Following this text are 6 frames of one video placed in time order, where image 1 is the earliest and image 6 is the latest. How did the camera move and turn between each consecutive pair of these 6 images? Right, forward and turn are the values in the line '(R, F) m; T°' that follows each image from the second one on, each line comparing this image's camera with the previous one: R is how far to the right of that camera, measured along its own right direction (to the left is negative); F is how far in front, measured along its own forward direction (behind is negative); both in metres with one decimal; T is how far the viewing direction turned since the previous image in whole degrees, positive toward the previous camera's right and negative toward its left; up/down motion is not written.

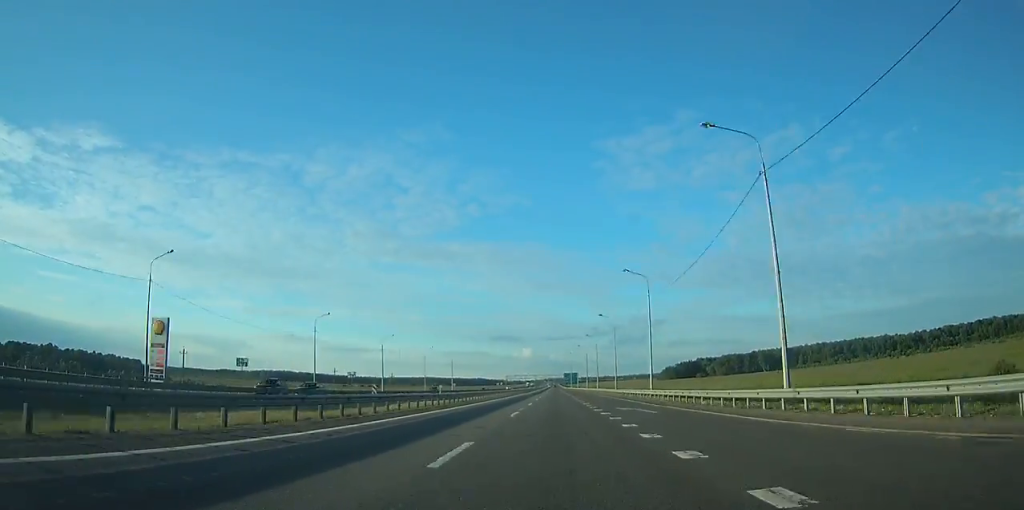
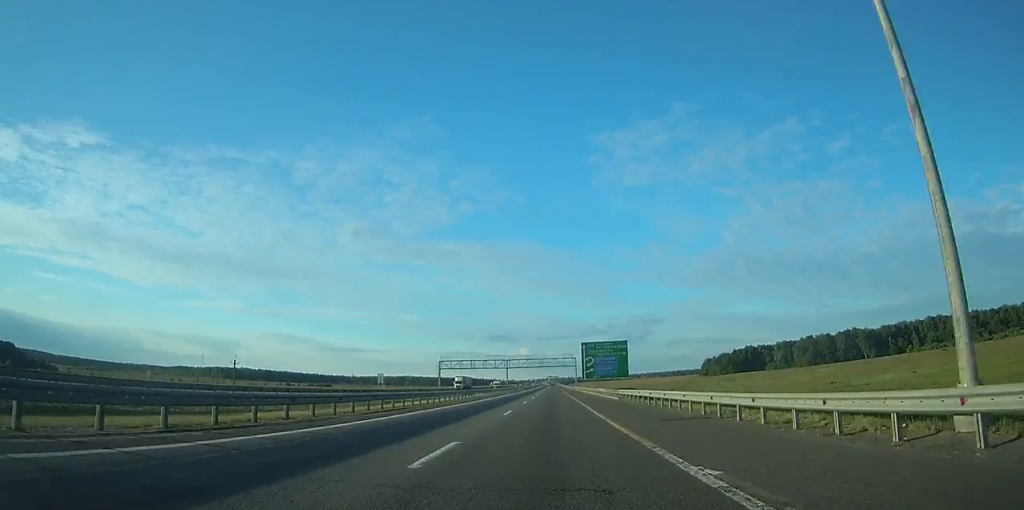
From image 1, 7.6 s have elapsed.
(+0.2, +215.9) m; 0°
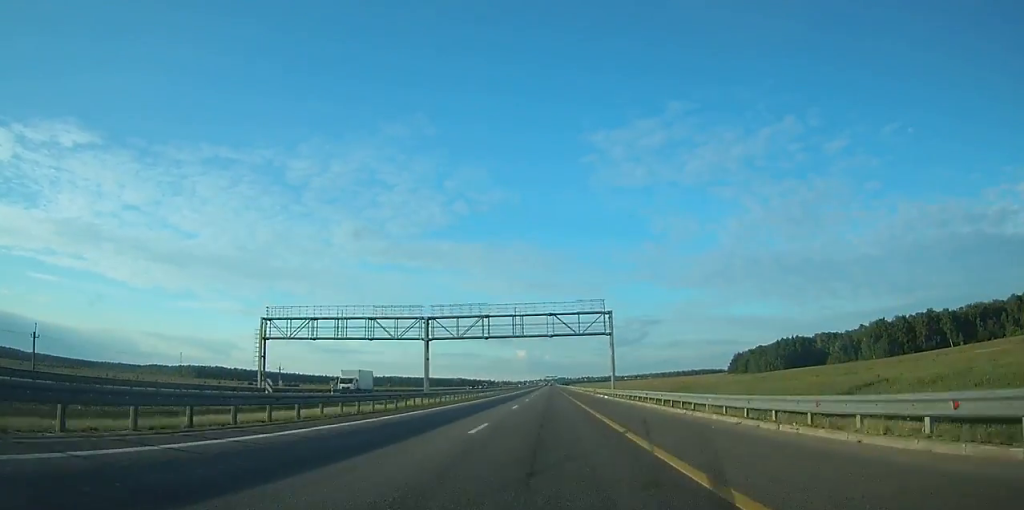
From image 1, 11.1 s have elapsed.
(+0.1, +99.8) m; 0°
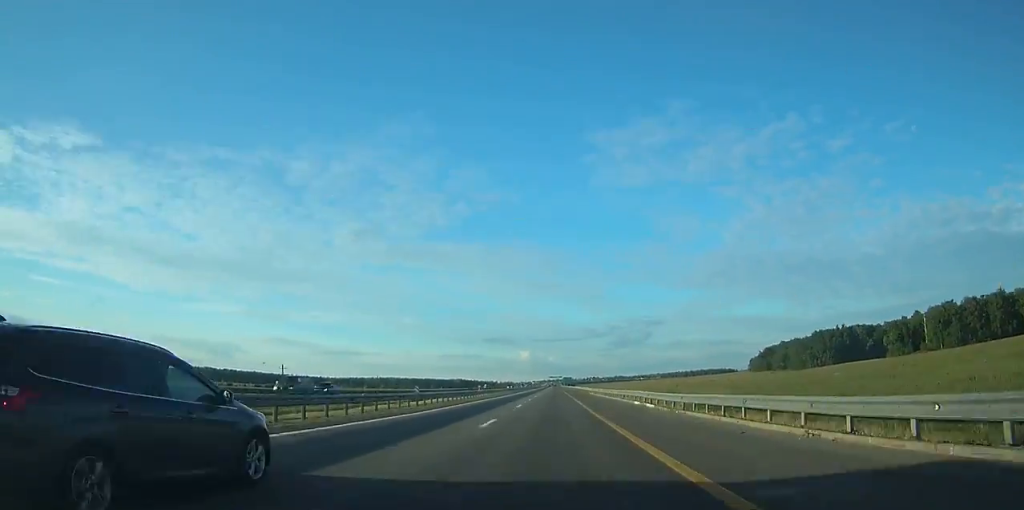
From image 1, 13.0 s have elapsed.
(0.0, +57.9) m; 0°
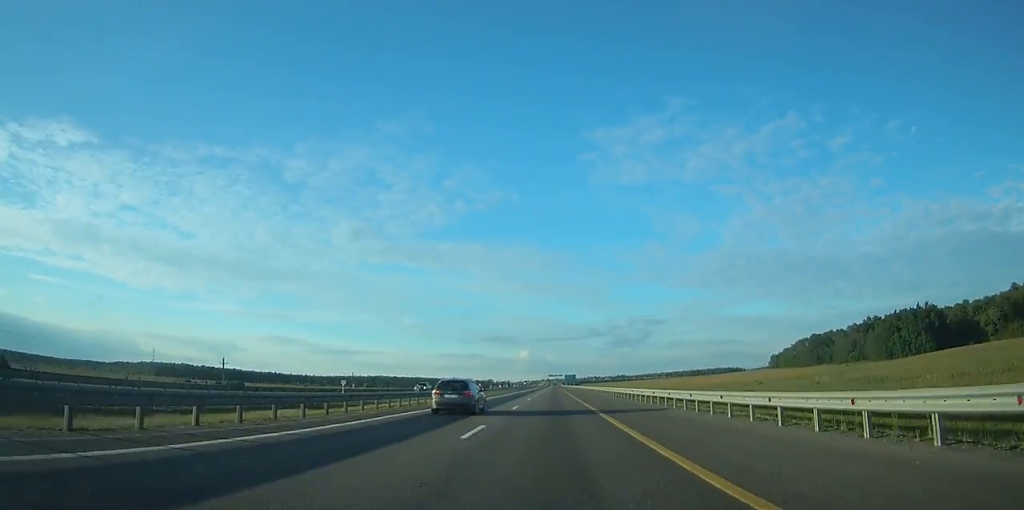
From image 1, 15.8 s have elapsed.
(-0.1, +82.6) m; 0°
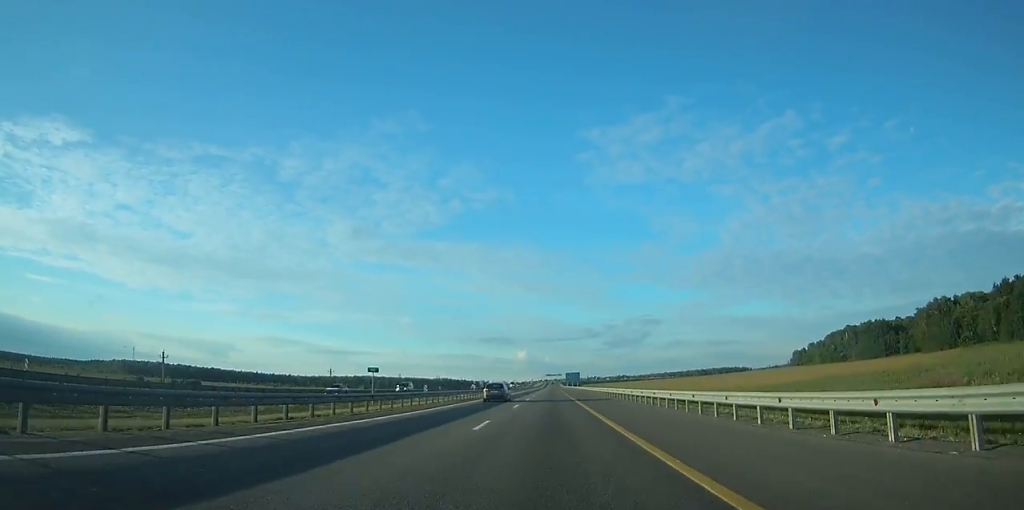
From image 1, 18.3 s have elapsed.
(0.0, +74.0) m; 0°
